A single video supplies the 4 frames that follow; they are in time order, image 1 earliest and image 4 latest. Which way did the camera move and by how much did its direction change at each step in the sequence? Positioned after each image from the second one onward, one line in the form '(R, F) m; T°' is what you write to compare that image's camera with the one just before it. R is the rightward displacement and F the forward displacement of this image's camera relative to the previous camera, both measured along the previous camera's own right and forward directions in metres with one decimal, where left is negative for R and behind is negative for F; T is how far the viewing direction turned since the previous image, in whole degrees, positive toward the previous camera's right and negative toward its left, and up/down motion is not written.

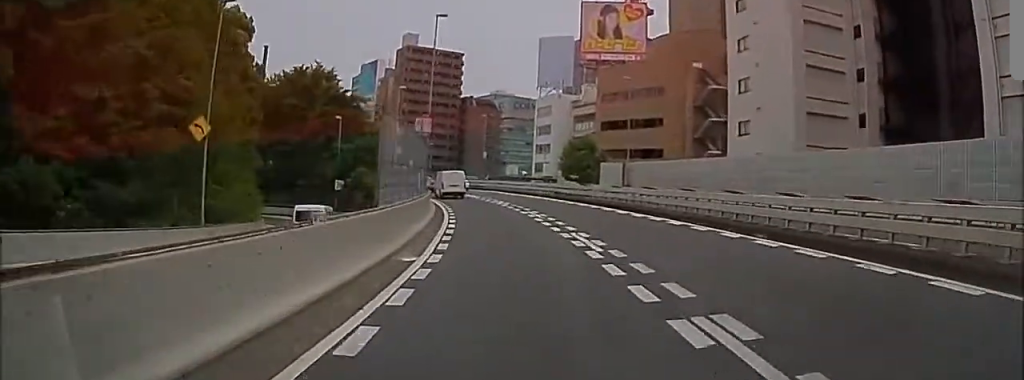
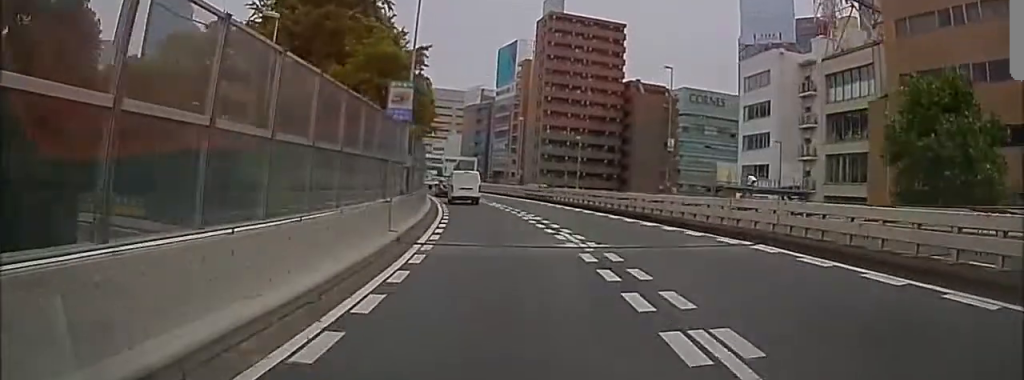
(-12.5, +36.3) m; -25°
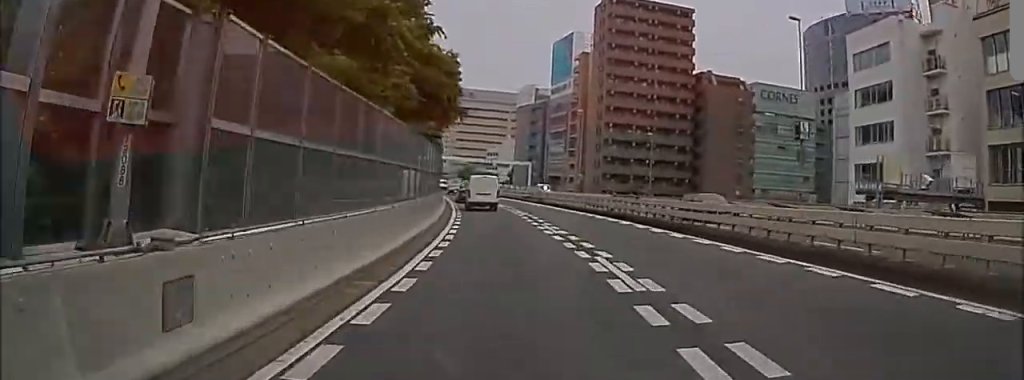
(-1.2, +15.4) m; +16°
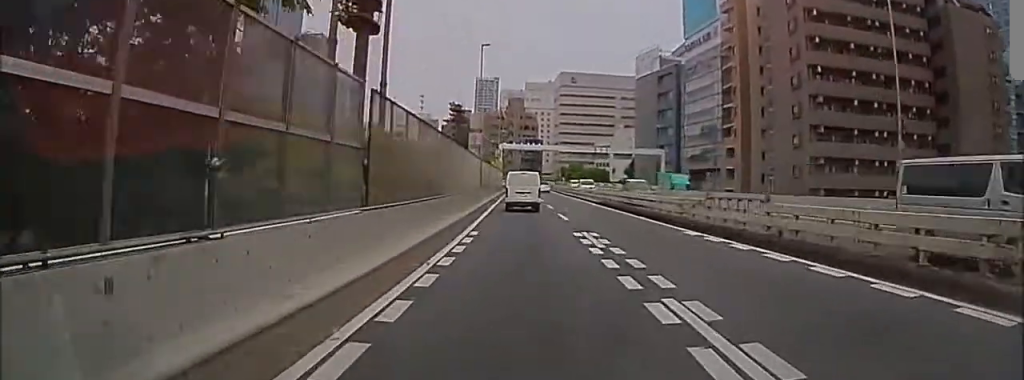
(-11.2, +45.9) m; -29°
